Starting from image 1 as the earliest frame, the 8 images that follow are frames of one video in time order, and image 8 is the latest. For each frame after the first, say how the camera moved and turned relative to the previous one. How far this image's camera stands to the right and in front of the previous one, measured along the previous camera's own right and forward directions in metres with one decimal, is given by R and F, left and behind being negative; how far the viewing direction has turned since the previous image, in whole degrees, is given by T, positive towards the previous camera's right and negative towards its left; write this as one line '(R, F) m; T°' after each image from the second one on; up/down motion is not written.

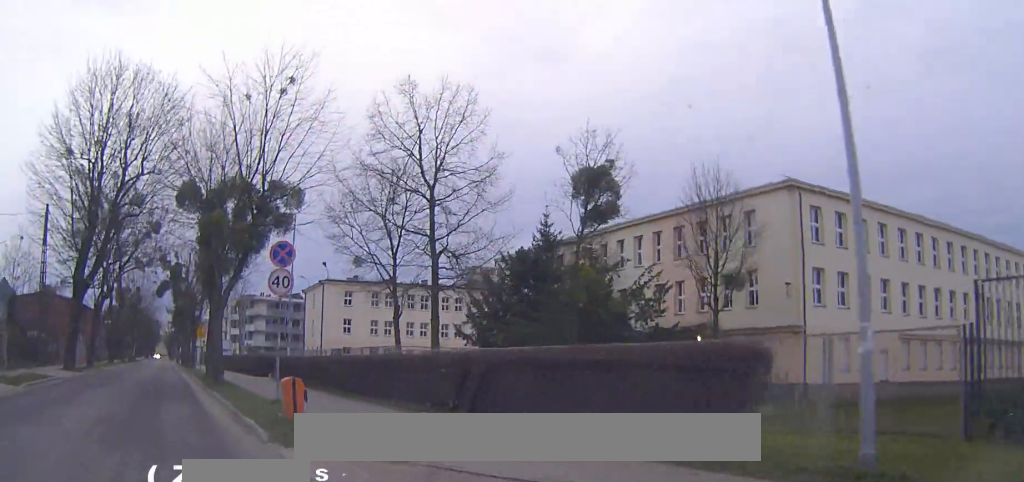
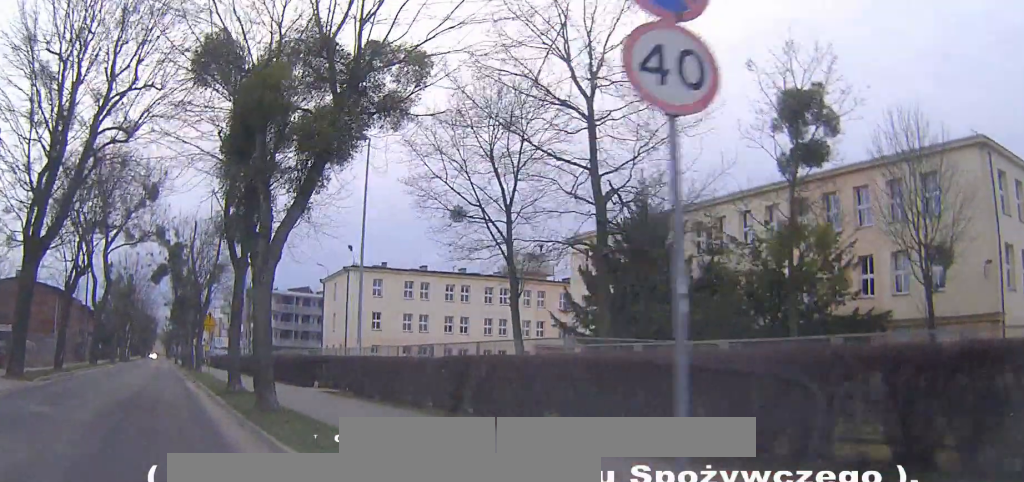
(0.0, +13.2) m; 0°
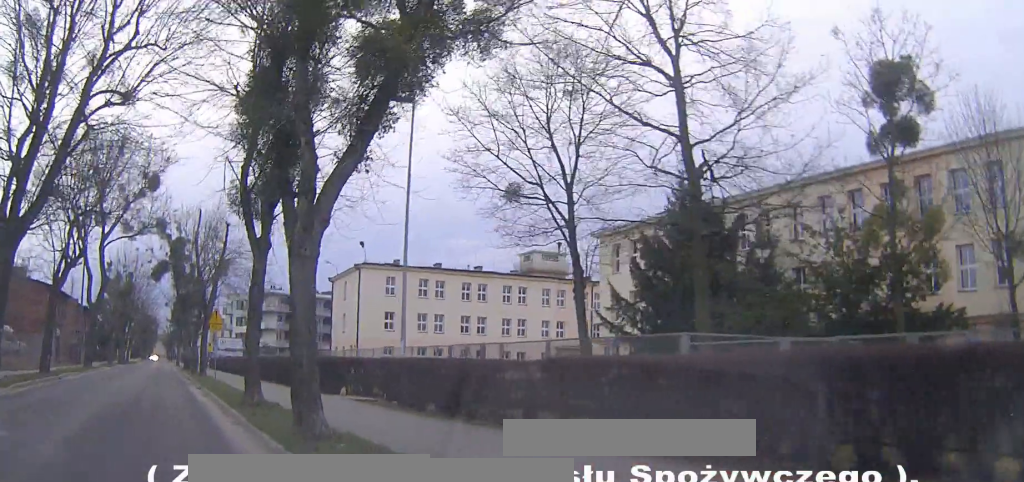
(0.0, +4.0) m; 0°
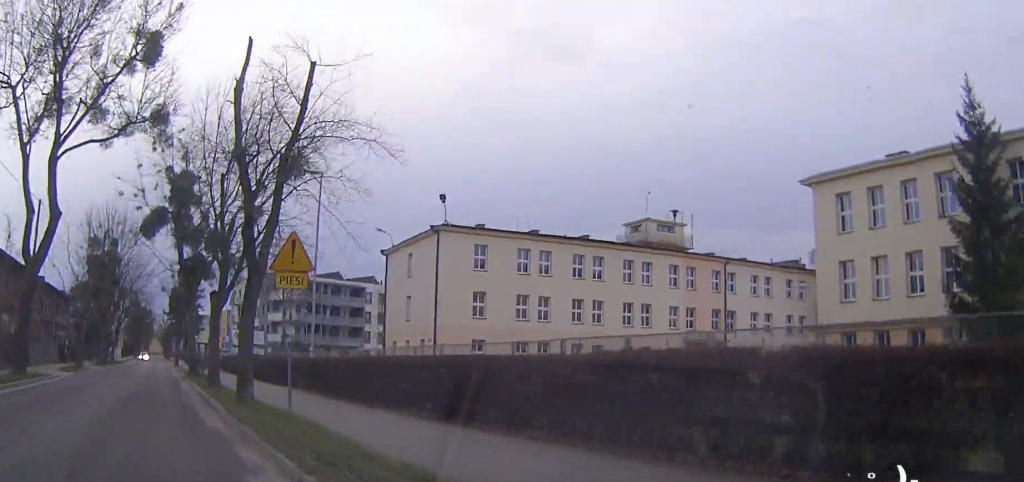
(+0.3, +21.9) m; +1°
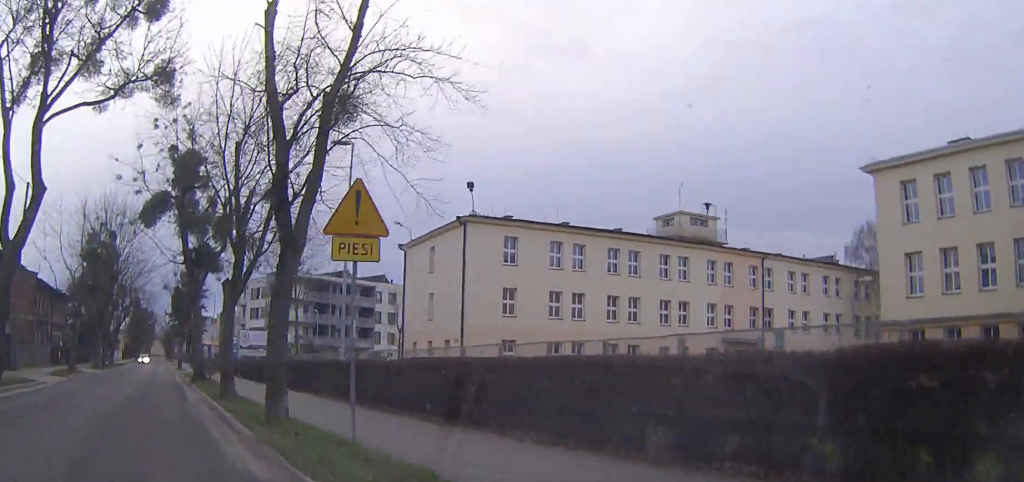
(0.0, +4.4) m; 0°
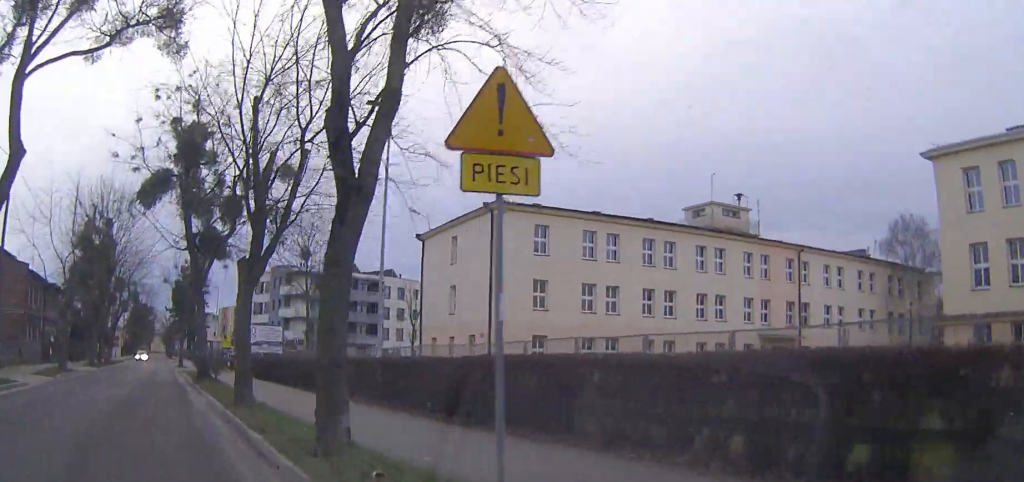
(-0.1, +4.0) m; 0°
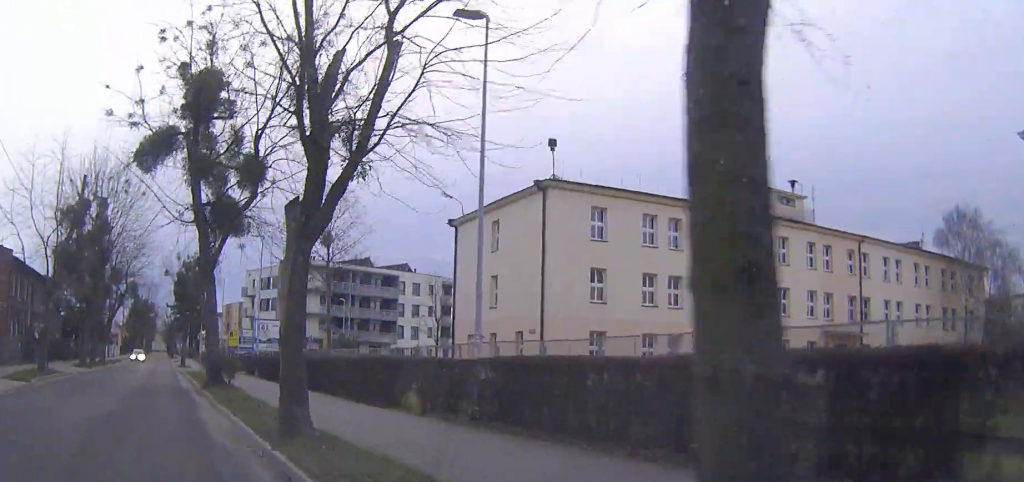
(0.0, +6.1) m; 0°
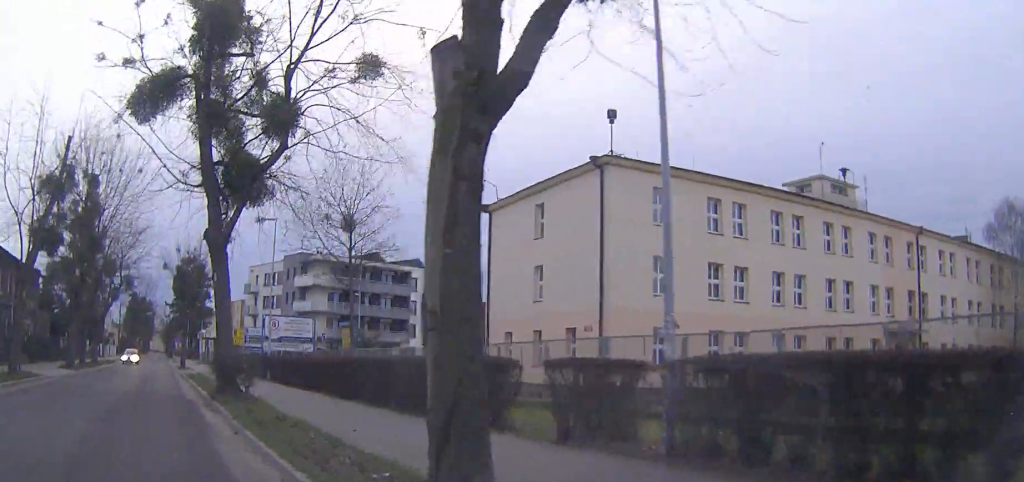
(0.0, +5.6) m; 0°
